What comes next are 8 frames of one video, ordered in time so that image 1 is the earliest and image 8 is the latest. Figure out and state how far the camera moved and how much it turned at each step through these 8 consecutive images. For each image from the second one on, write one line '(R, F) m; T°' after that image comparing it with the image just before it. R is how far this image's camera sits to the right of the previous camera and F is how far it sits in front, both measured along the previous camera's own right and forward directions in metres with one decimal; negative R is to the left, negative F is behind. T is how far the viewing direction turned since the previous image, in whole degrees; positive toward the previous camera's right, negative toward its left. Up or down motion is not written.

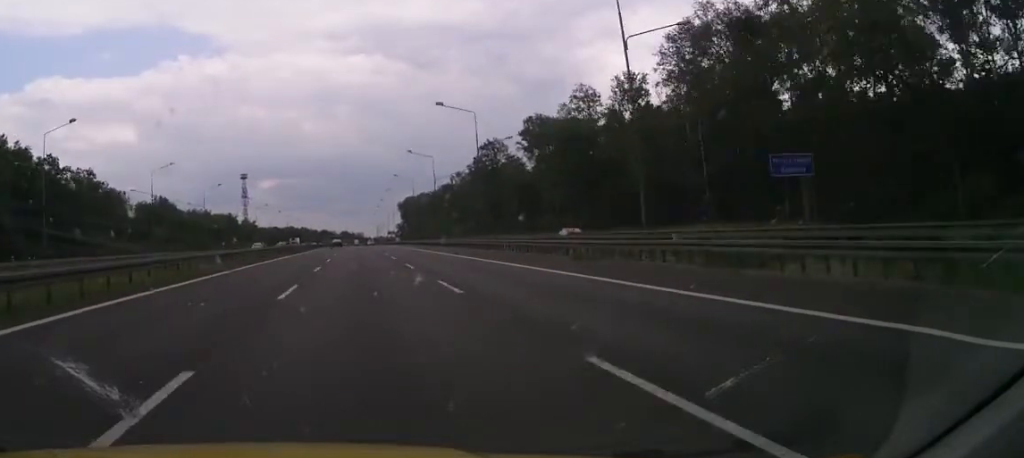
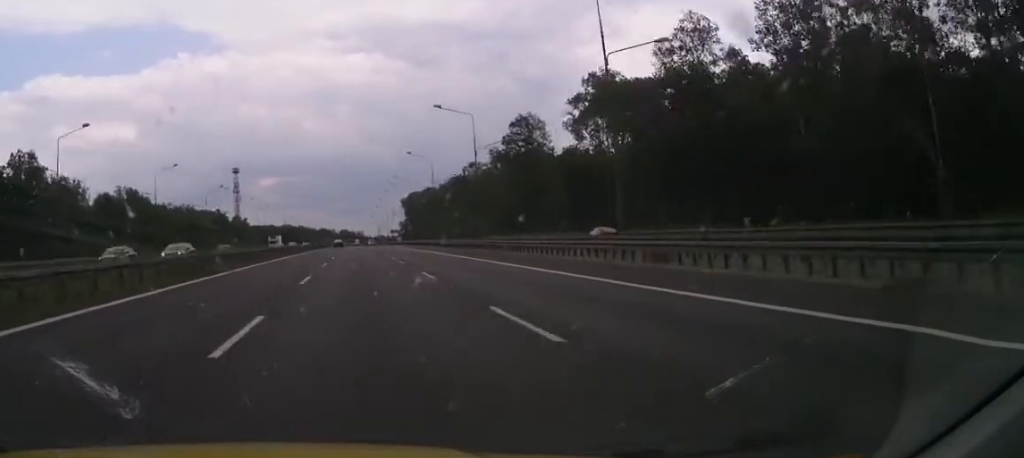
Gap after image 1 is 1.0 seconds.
(+0.1, +31.1) m; 0°
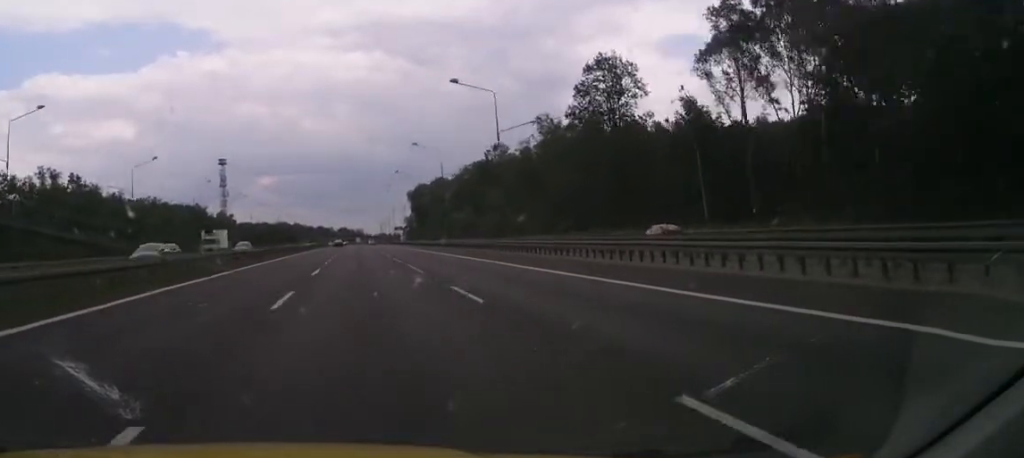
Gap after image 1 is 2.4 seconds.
(-0.4, +42.7) m; -1°
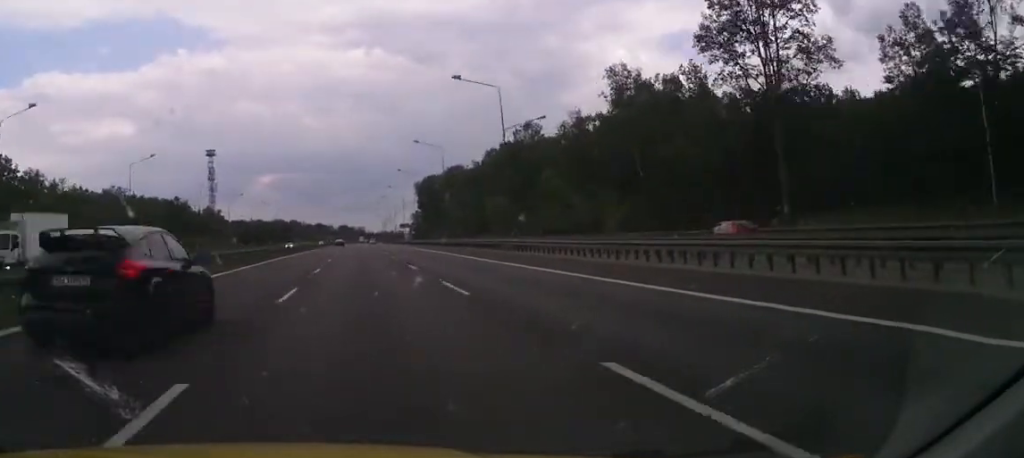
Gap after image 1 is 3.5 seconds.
(-0.1, +34.6) m; +1°
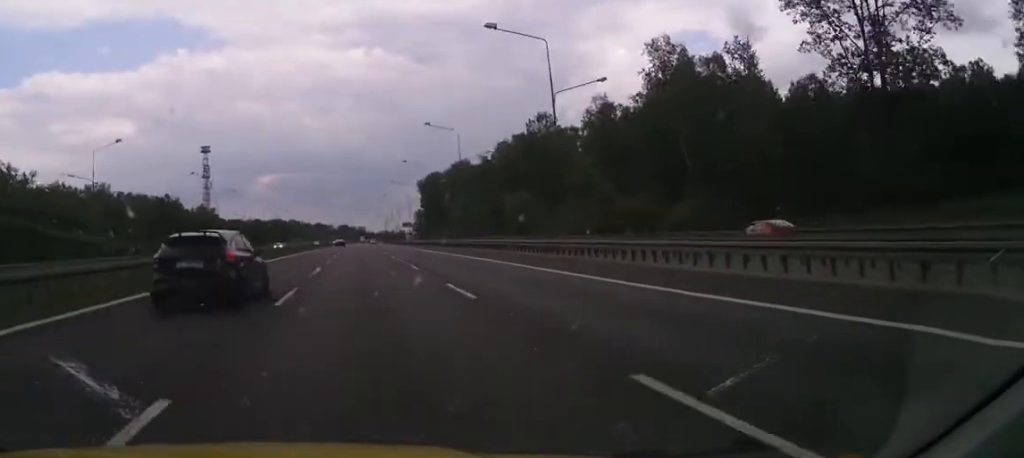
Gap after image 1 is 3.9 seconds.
(+0.1, +12.6) m; 0°
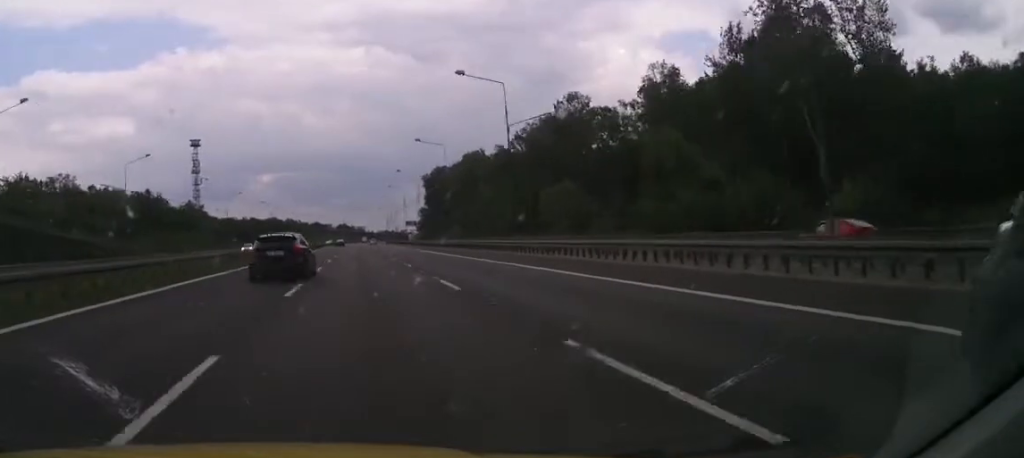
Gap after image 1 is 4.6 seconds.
(+0.1, +22.1) m; +1°
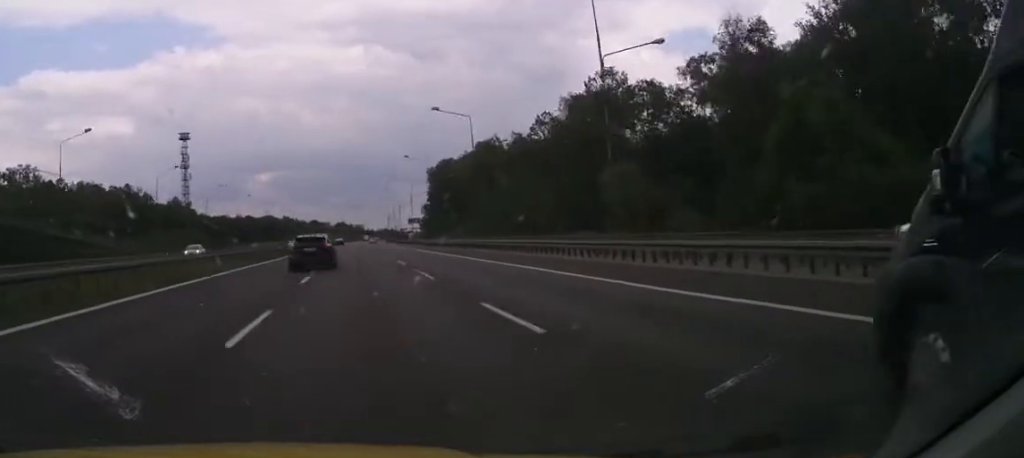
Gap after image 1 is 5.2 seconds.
(0.0, +18.9) m; 0°
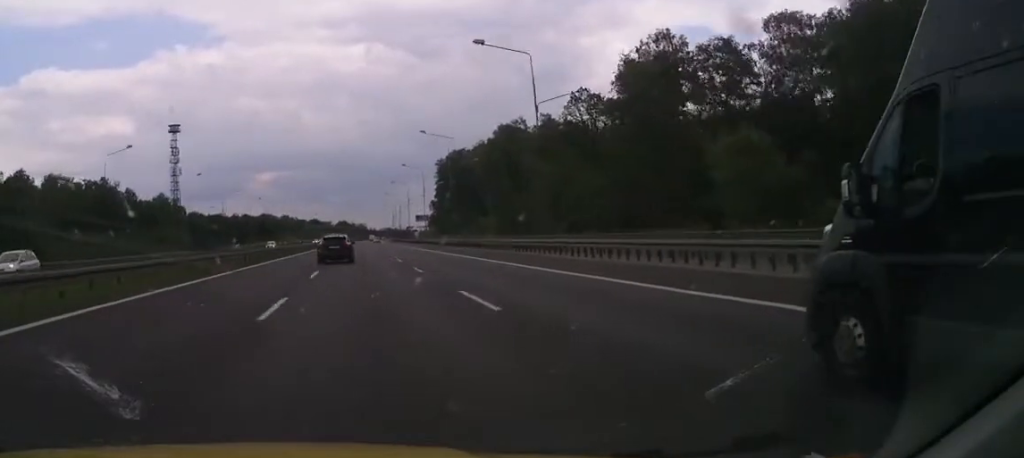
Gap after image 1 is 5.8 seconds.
(+0.4, +21.1) m; 0°
